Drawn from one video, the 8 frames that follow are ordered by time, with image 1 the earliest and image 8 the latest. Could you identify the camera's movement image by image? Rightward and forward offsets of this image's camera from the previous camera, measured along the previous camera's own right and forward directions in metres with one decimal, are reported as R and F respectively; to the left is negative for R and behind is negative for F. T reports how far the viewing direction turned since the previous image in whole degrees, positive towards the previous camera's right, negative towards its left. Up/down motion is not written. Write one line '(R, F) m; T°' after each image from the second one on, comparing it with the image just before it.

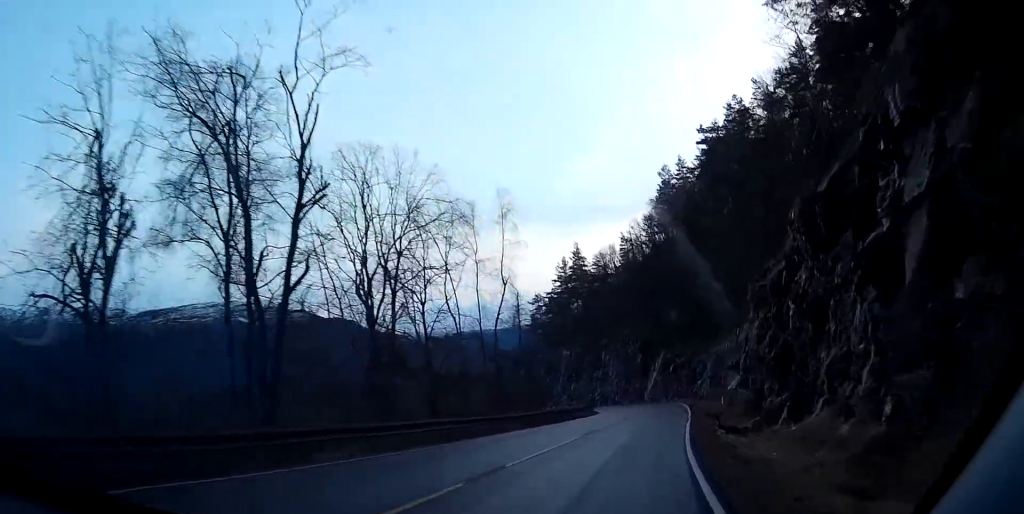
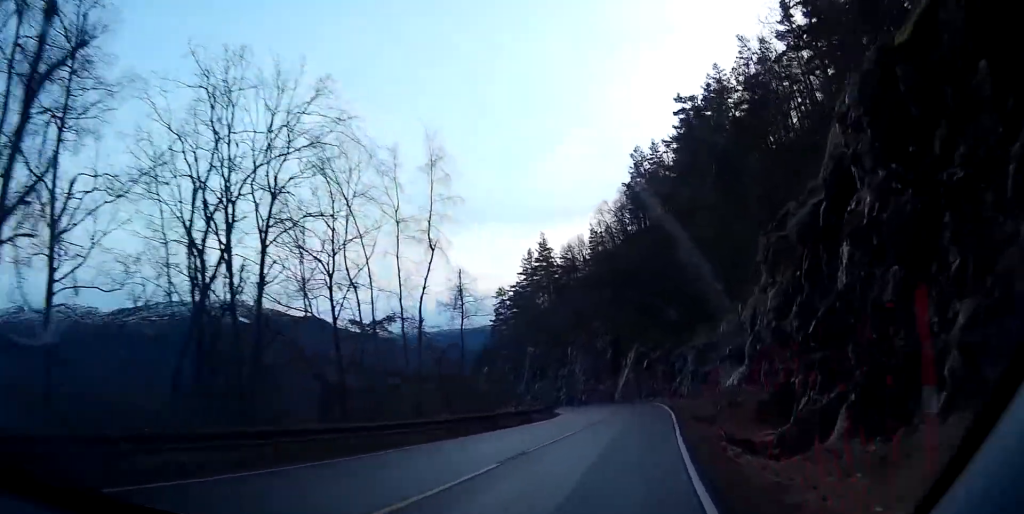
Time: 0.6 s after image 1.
(+0.3, +9.3) m; +6°
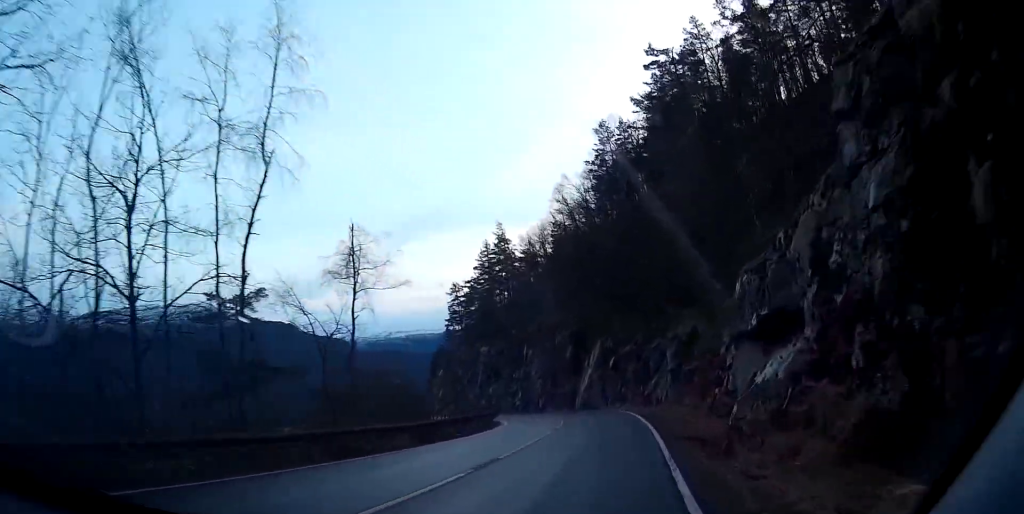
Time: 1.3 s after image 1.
(+1.0, +12.4) m; +3°
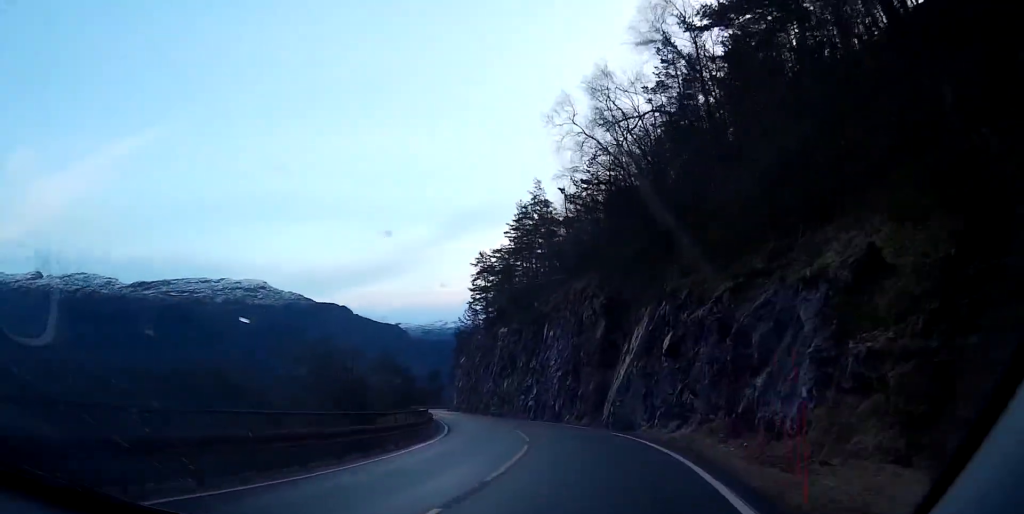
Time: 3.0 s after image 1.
(-0.8, +25.9) m; -7°
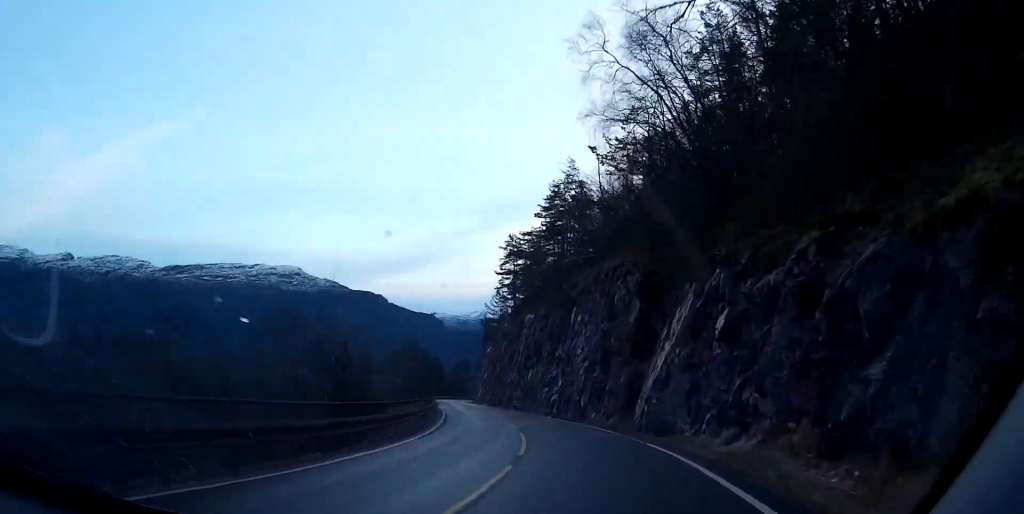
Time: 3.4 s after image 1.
(-0.3, +7.5) m; -2°
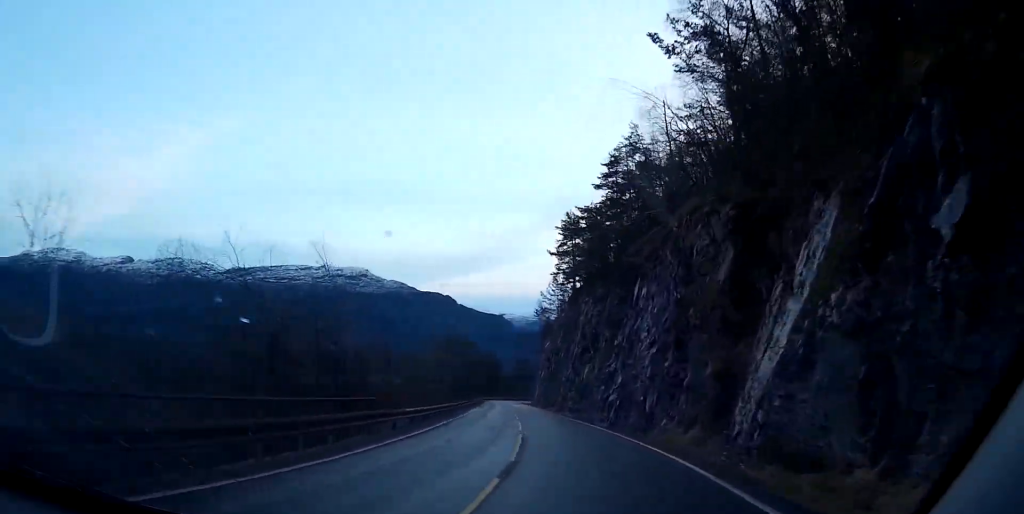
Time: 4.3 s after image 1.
(-0.4, +13.7) m; -2°
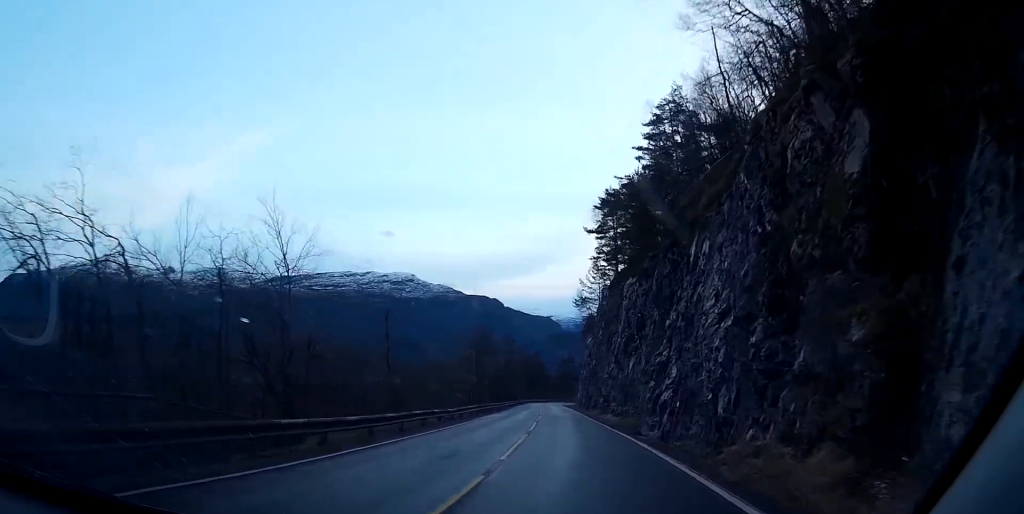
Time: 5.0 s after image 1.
(-0.1, +11.6) m; -1°
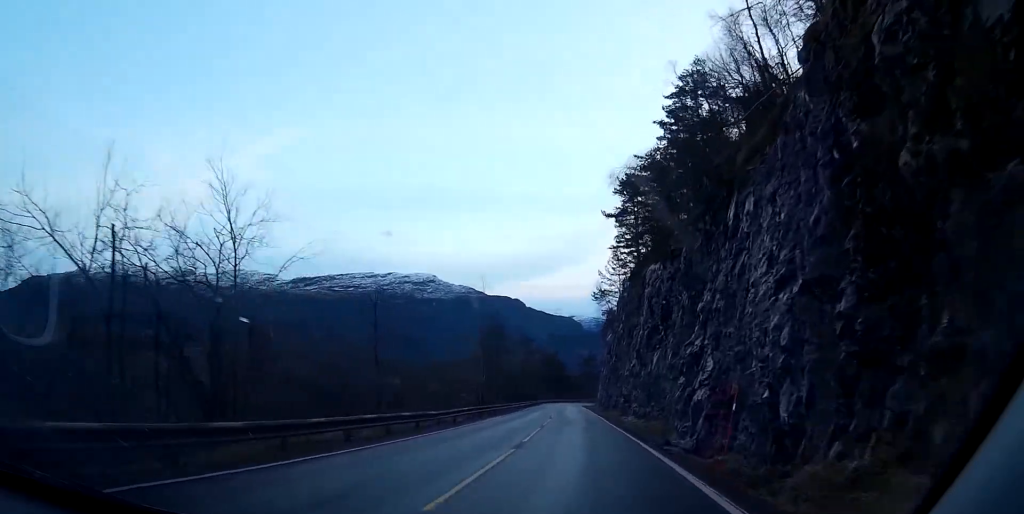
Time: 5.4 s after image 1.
(0.0, +6.4) m; 0°
